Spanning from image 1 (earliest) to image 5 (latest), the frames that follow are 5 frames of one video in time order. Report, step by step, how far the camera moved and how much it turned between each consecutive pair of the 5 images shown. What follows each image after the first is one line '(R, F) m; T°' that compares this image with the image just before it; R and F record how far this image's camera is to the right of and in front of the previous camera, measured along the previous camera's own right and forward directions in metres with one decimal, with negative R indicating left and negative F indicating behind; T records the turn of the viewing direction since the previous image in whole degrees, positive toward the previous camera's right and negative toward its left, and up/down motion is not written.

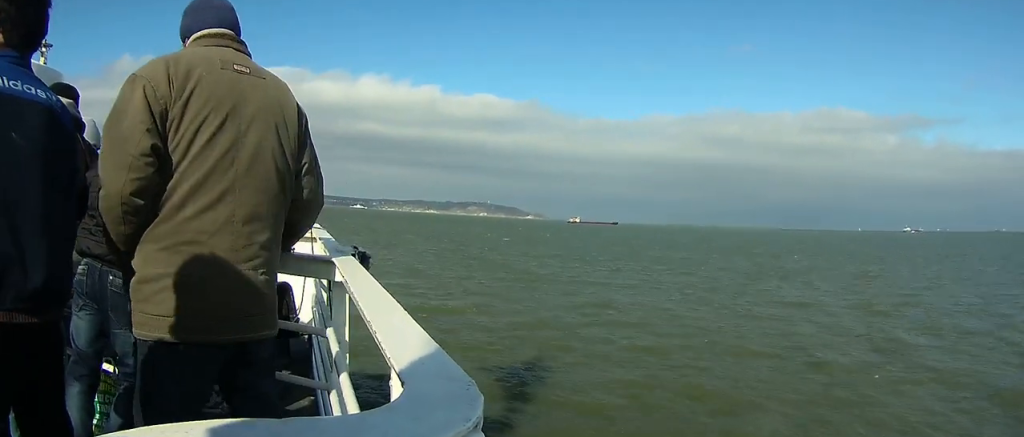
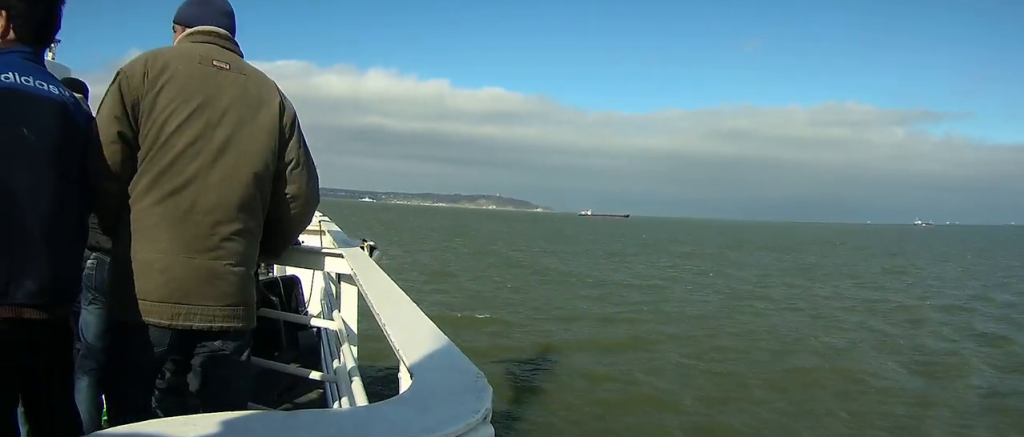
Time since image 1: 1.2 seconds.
(0.0, +5.1) m; -1°
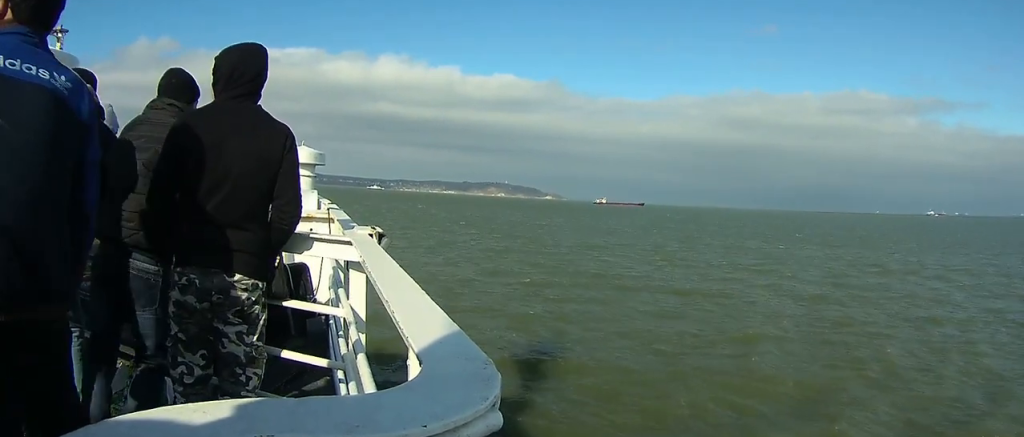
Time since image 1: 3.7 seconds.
(+0.1, +11.1) m; +1°
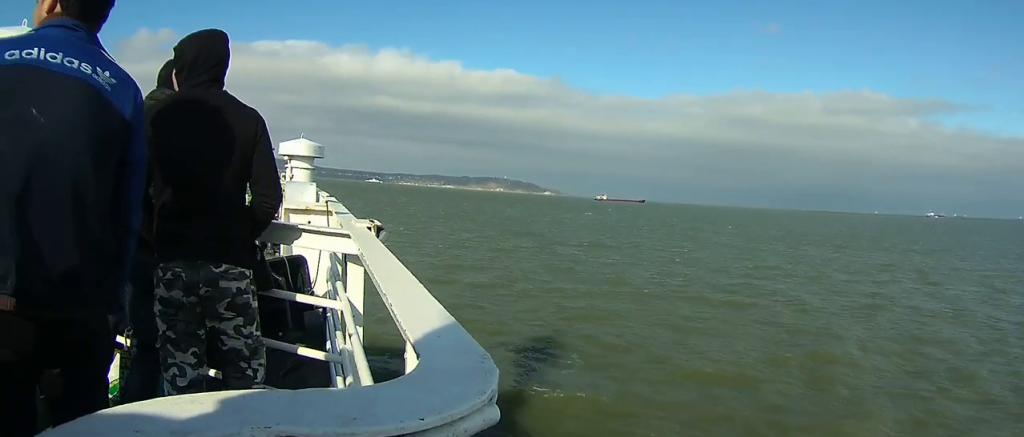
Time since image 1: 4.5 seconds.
(0.0, +3.9) m; 0°
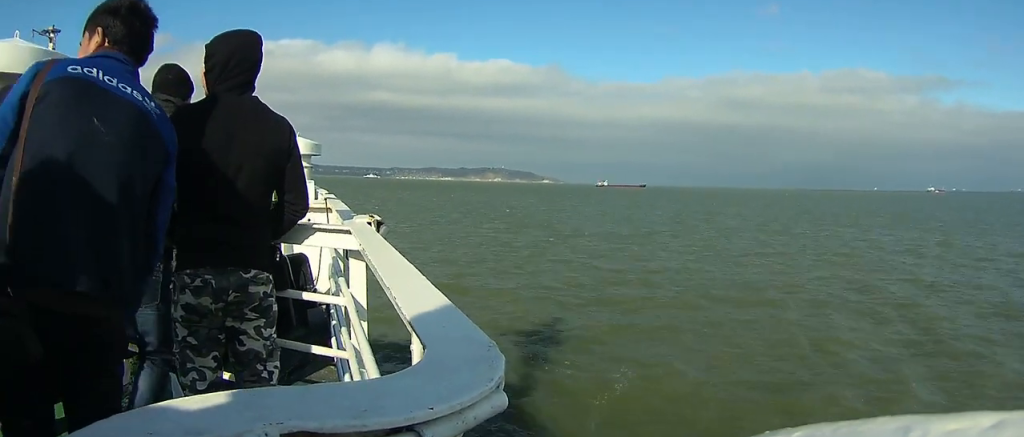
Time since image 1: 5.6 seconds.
(0.0, +4.8) m; 0°
